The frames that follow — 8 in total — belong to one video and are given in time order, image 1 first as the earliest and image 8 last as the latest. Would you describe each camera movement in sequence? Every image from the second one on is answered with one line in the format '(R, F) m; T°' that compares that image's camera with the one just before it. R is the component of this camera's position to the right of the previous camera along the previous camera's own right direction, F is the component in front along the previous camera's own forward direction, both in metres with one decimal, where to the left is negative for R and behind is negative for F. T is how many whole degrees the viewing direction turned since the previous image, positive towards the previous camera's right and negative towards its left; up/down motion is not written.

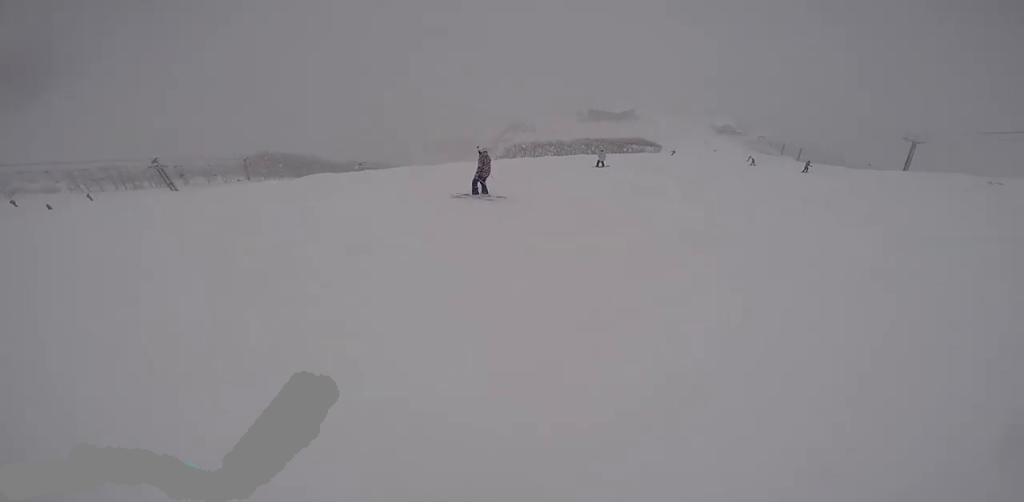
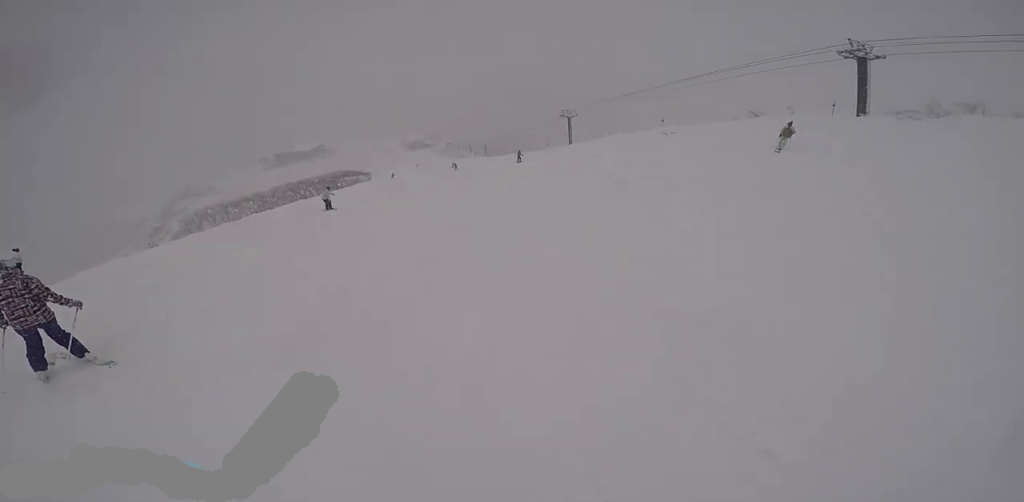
(+1.4, +5.1) m; +34°
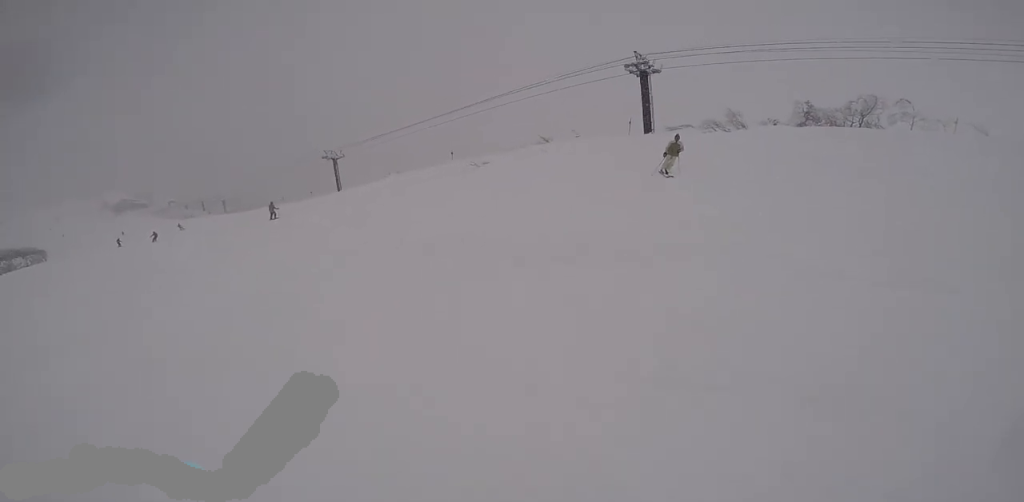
(+3.0, +8.8) m; +36°
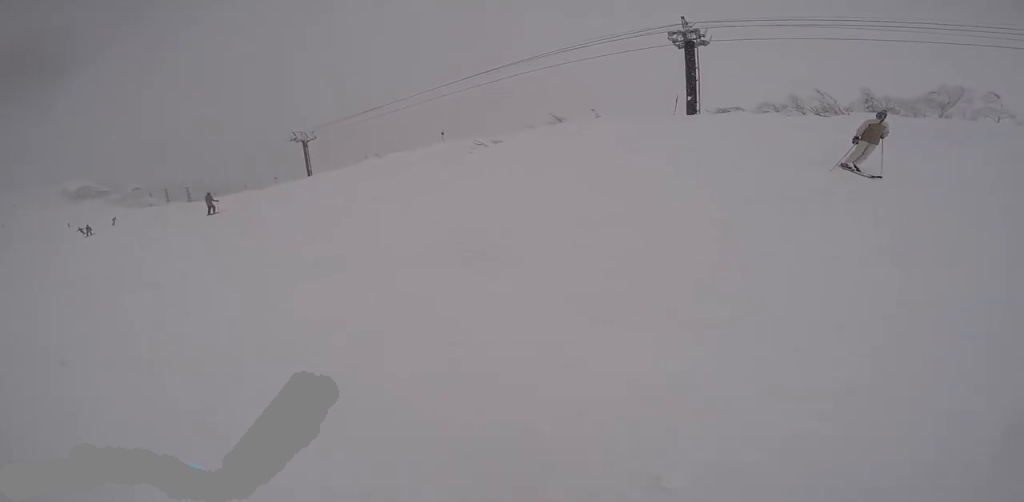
(+1.8, +6.8) m; +12°
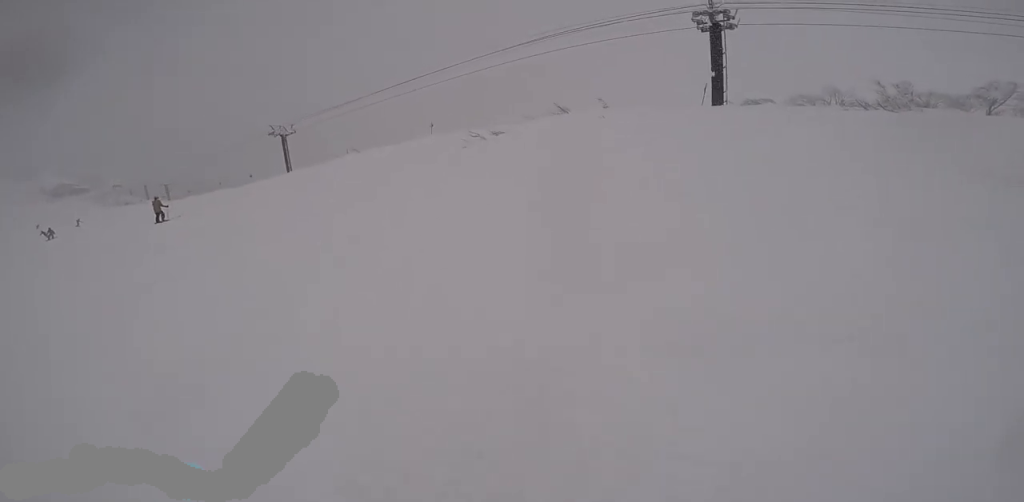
(+0.2, +3.5) m; -9°
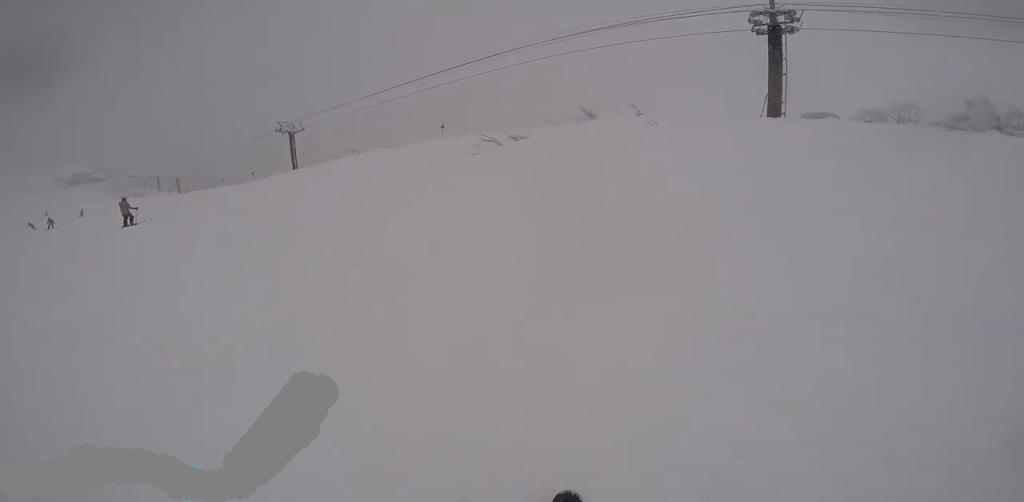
(-0.5, +3.1) m; -16°
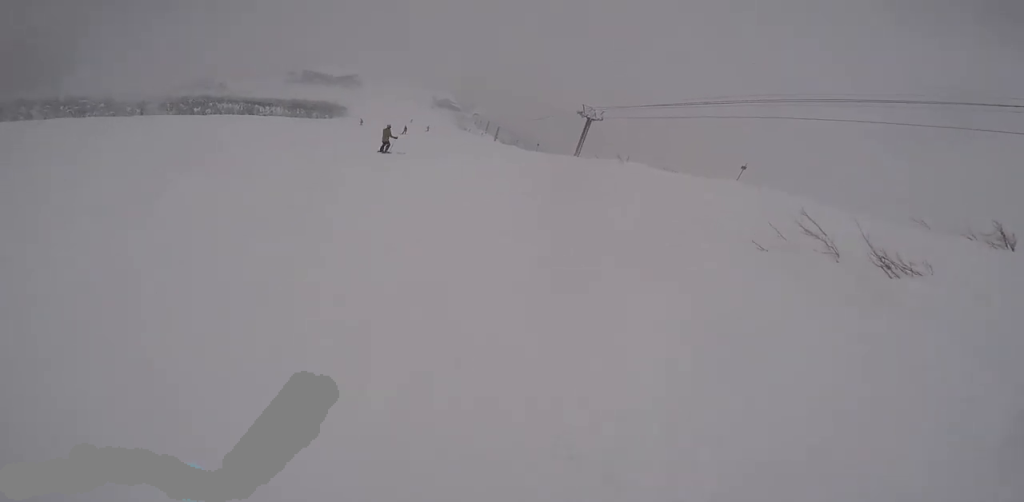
(-1.8, +5.0) m; -40°
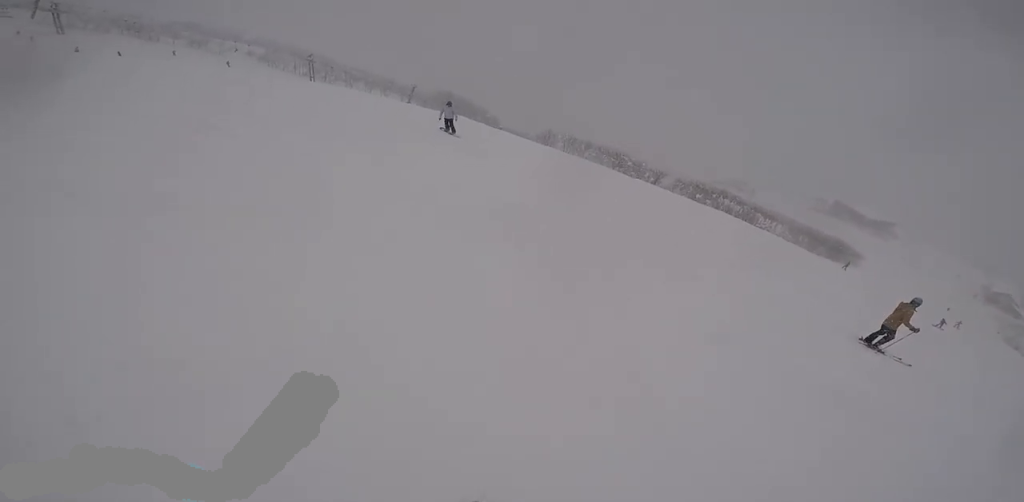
(-3.0, +6.3) m; -42°
